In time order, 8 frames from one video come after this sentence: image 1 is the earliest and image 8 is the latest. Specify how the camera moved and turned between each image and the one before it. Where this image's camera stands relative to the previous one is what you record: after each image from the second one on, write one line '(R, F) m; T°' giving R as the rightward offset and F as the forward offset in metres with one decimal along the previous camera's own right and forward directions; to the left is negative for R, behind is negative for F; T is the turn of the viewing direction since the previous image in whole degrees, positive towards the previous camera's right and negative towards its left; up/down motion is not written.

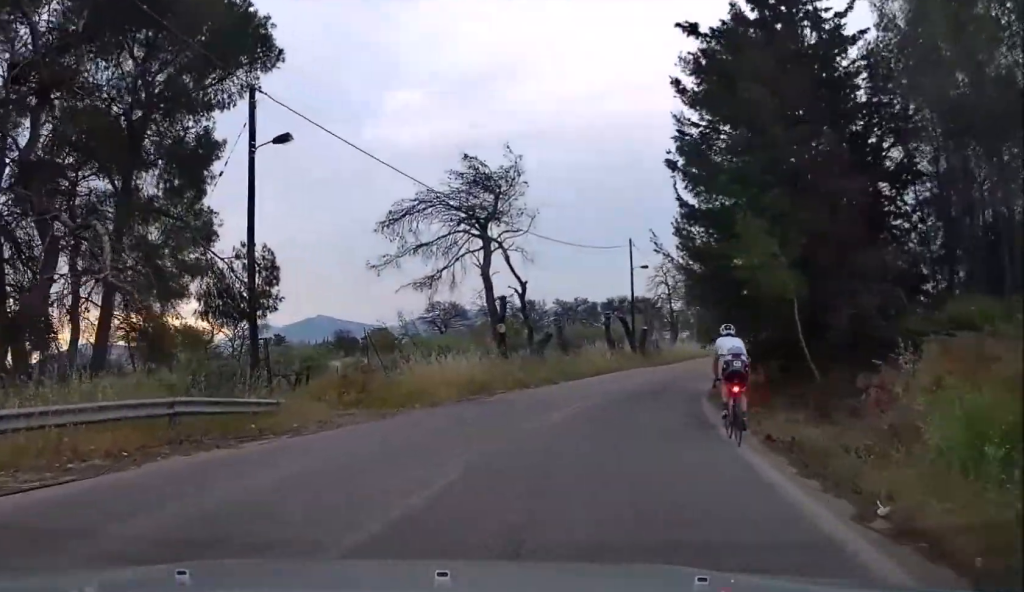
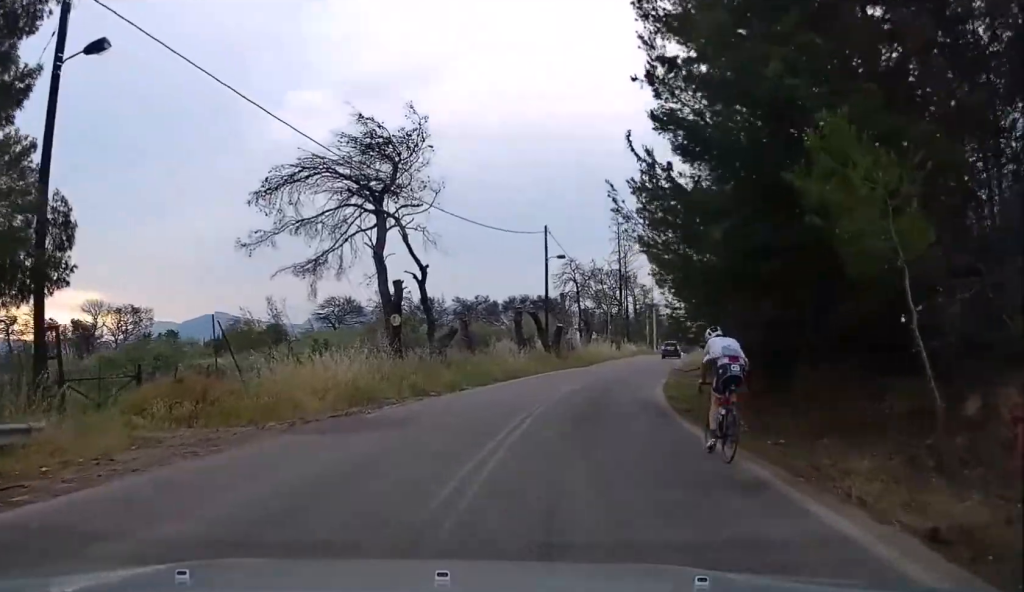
(+0.7, +6.4) m; +7°
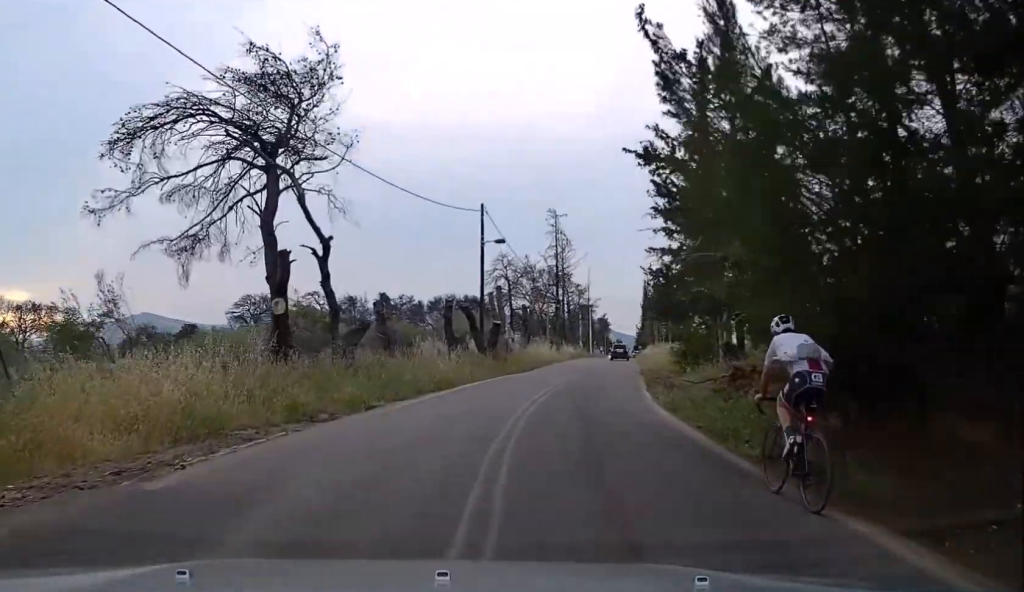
(0.0, +8.0) m; +6°
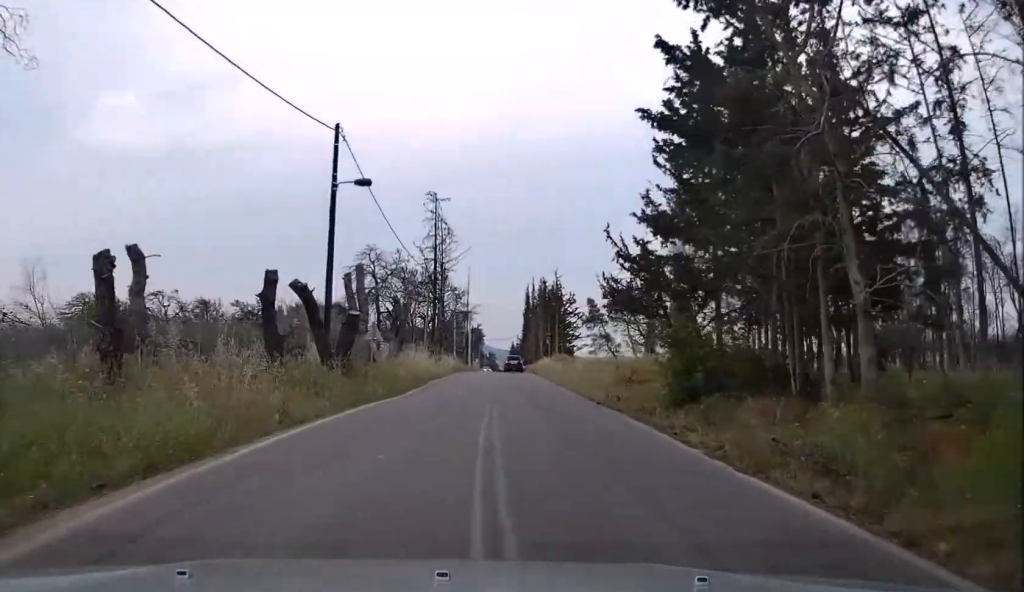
(+1.7, +16.2) m; +9°
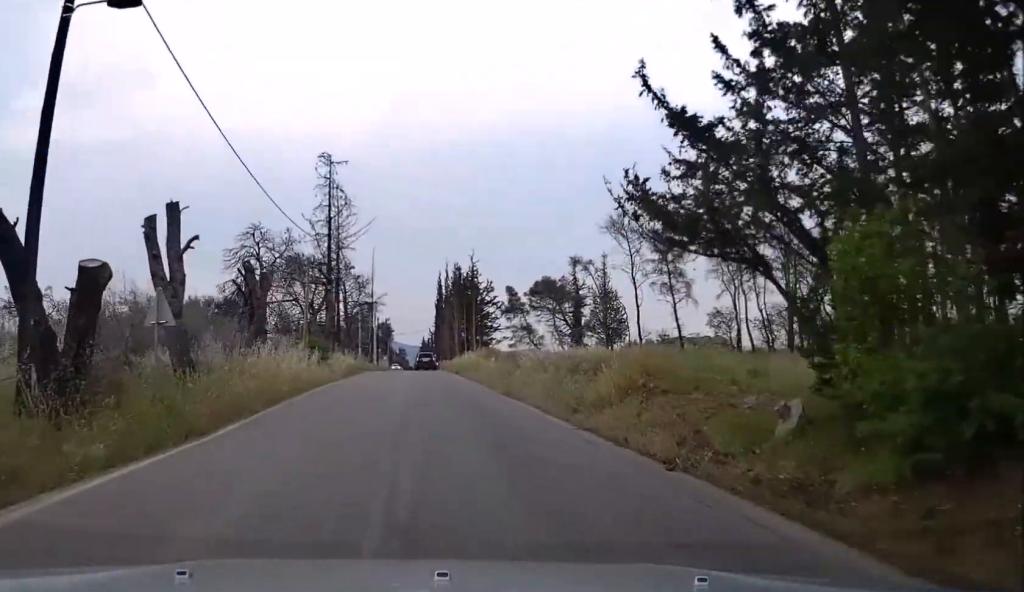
(+0.7, +14.6) m; +5°
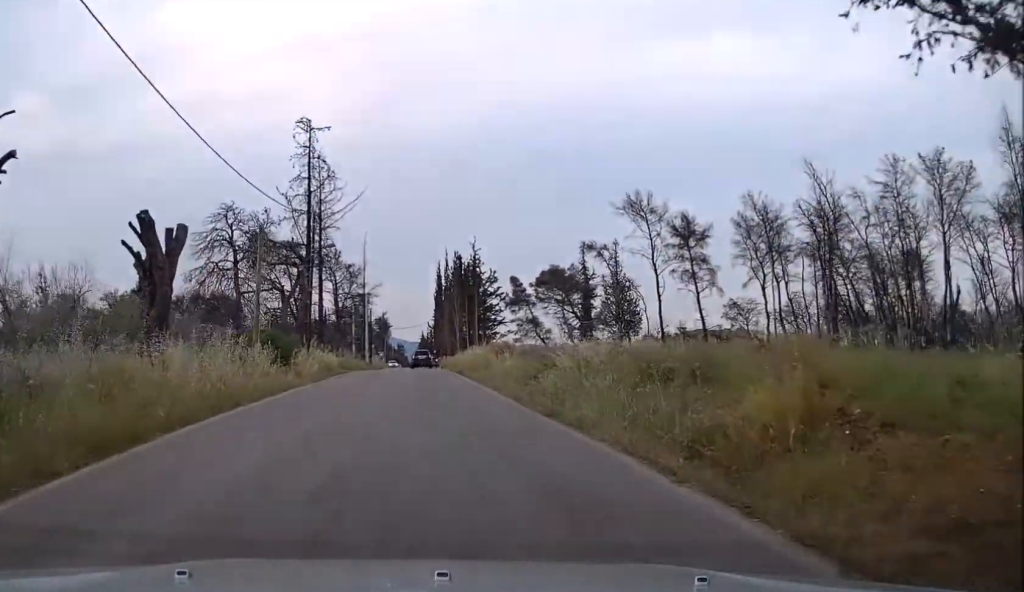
(+0.2, +9.3) m; +2°
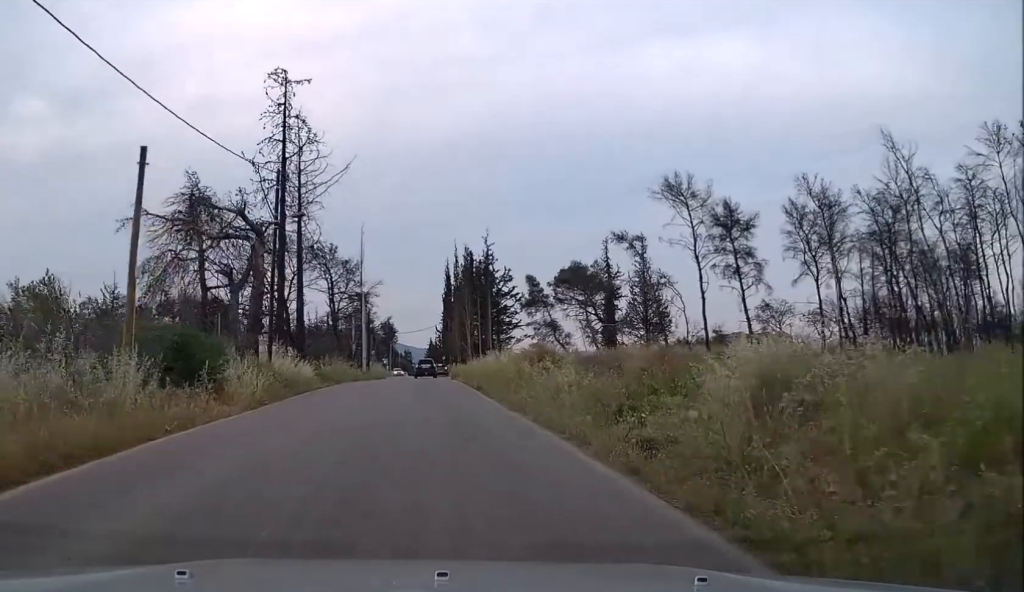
(+0.1, +12.0) m; 0°
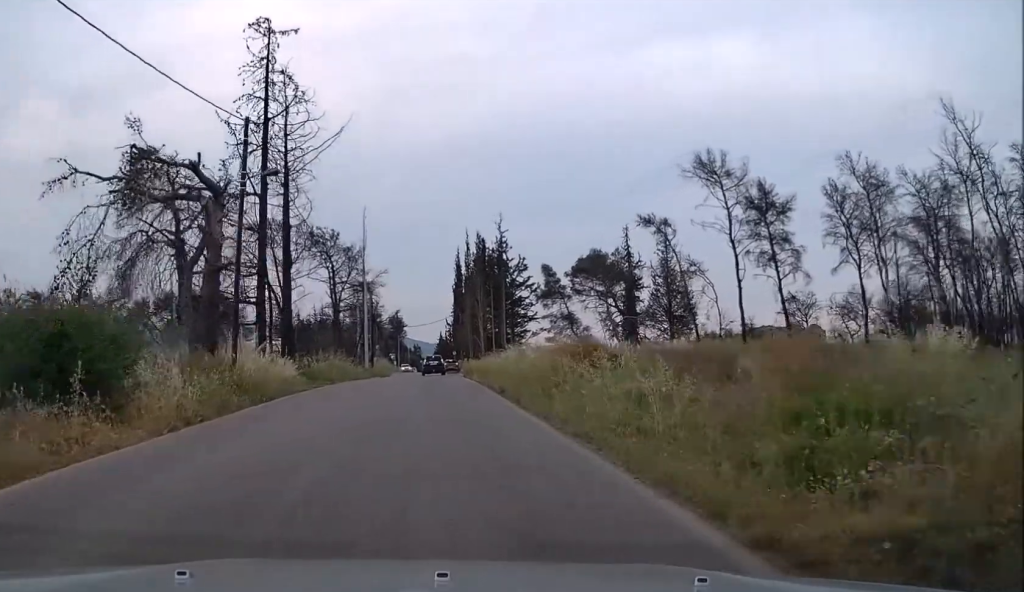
(0.0, +7.0) m; 0°
